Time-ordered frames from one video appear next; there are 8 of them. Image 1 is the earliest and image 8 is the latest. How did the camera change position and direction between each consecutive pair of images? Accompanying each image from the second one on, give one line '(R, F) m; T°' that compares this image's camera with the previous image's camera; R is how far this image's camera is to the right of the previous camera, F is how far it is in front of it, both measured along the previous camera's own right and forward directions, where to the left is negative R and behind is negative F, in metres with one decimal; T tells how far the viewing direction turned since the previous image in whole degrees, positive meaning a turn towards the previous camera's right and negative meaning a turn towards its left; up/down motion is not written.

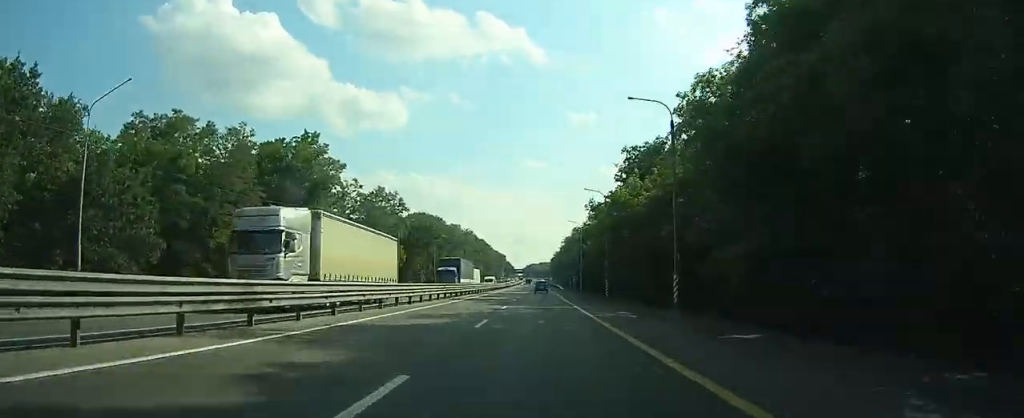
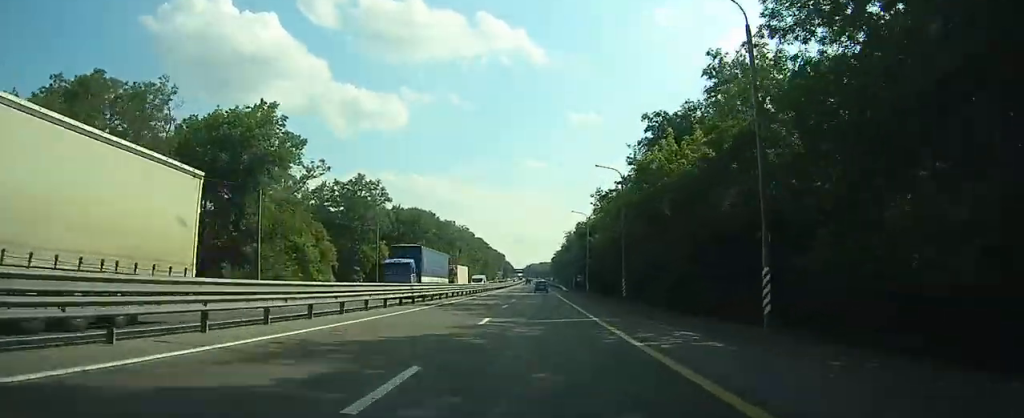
(0.0, +11.3) m; 0°
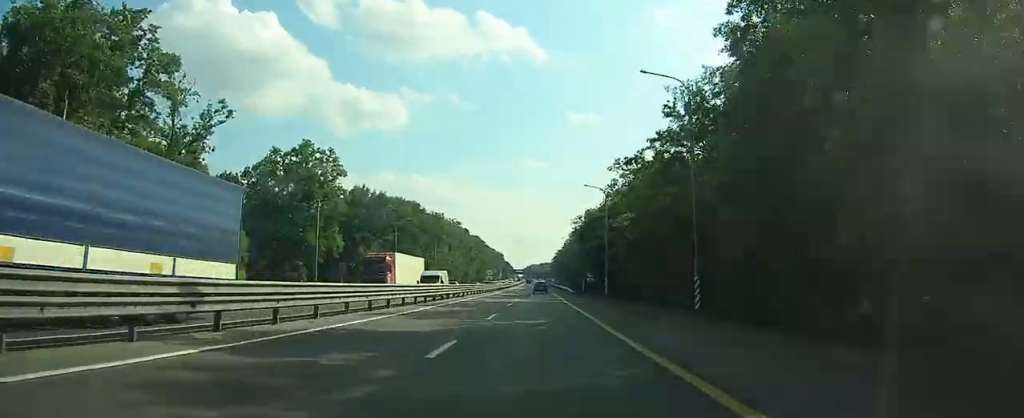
(0.0, +20.8) m; 0°
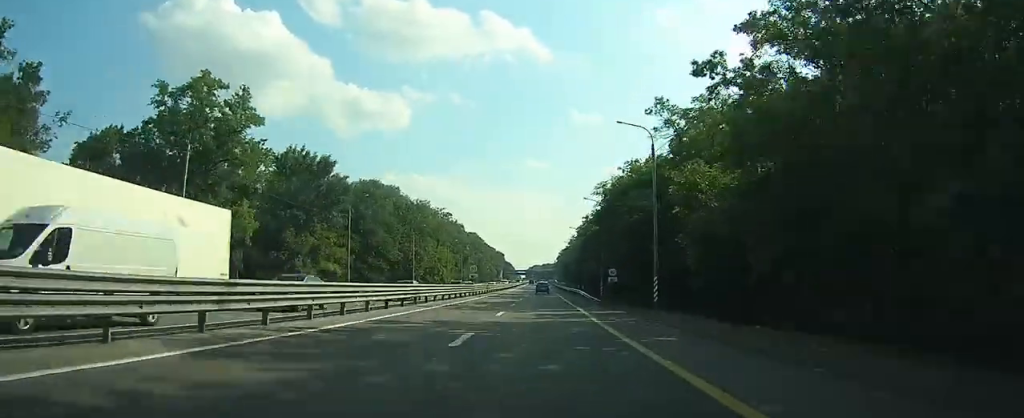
(0.0, +22.3) m; 0°
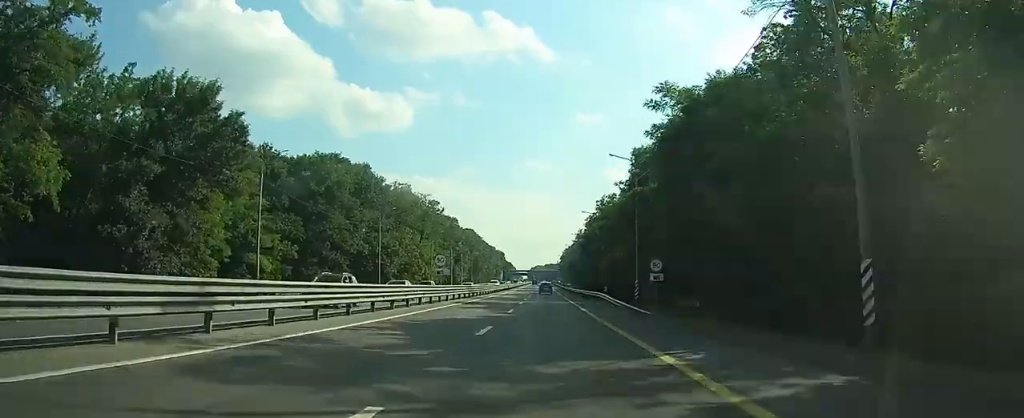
(0.0, +21.4) m; 0°
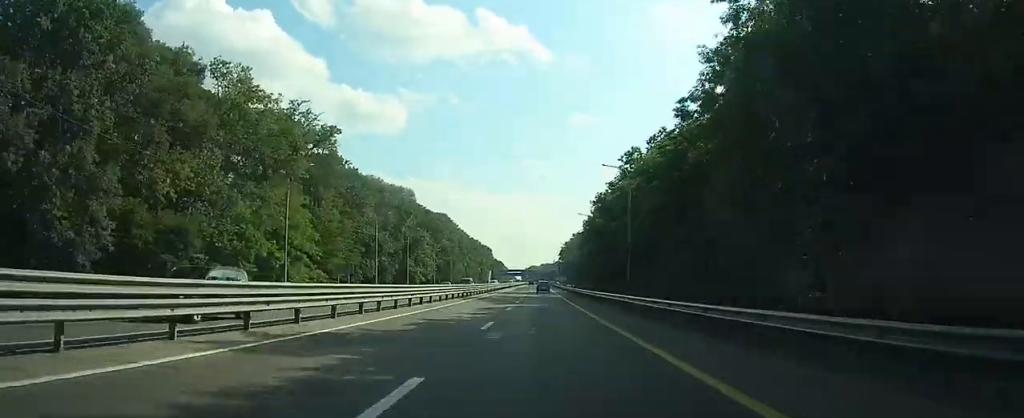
(-0.7, +58.5) m; 0°
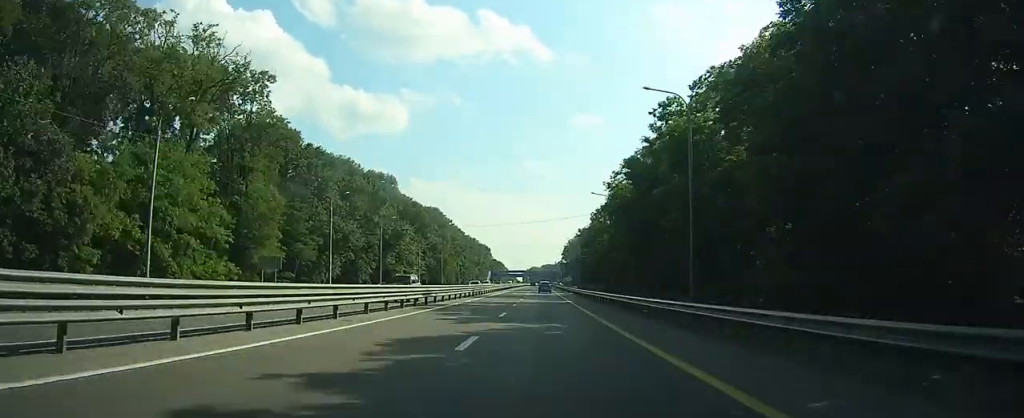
(+0.1, +17.5) m; 0°
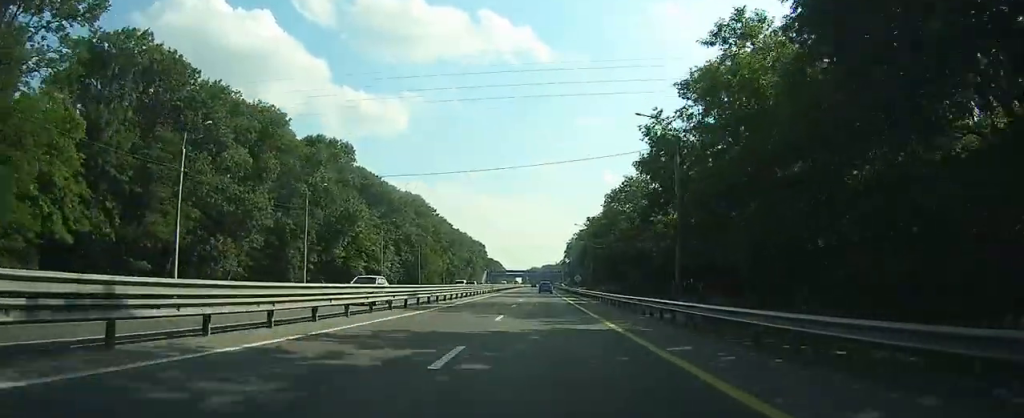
(+0.1, +26.3) m; -2°
